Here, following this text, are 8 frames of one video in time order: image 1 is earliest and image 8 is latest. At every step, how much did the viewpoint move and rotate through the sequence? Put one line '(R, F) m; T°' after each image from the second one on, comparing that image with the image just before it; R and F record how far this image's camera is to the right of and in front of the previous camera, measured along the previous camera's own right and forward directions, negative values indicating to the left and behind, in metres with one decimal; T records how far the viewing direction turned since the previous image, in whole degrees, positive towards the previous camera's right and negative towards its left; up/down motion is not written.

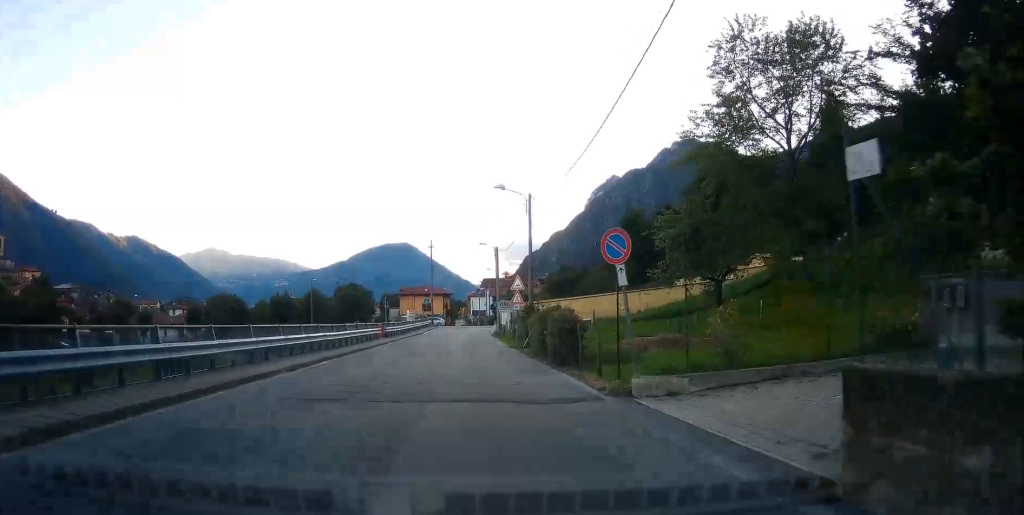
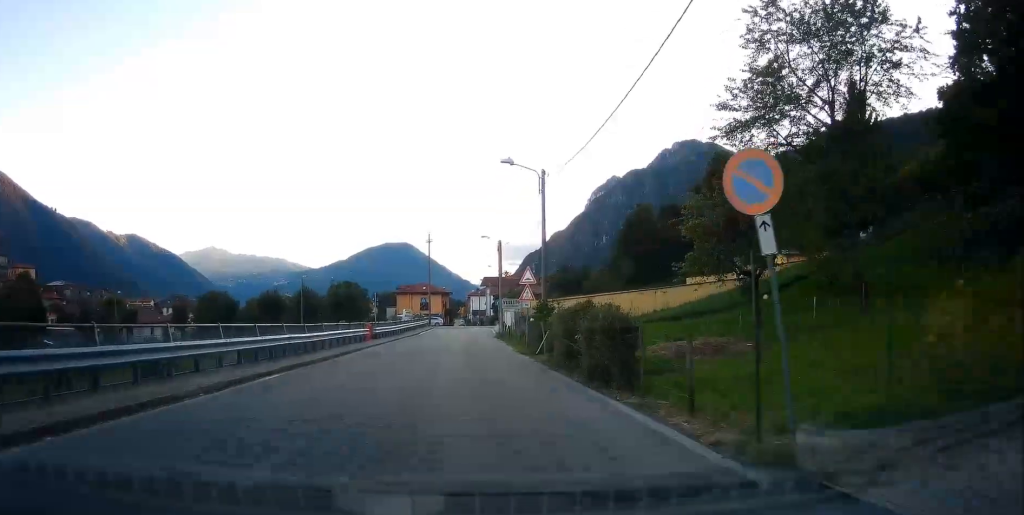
(+0.4, +5.3) m; 0°
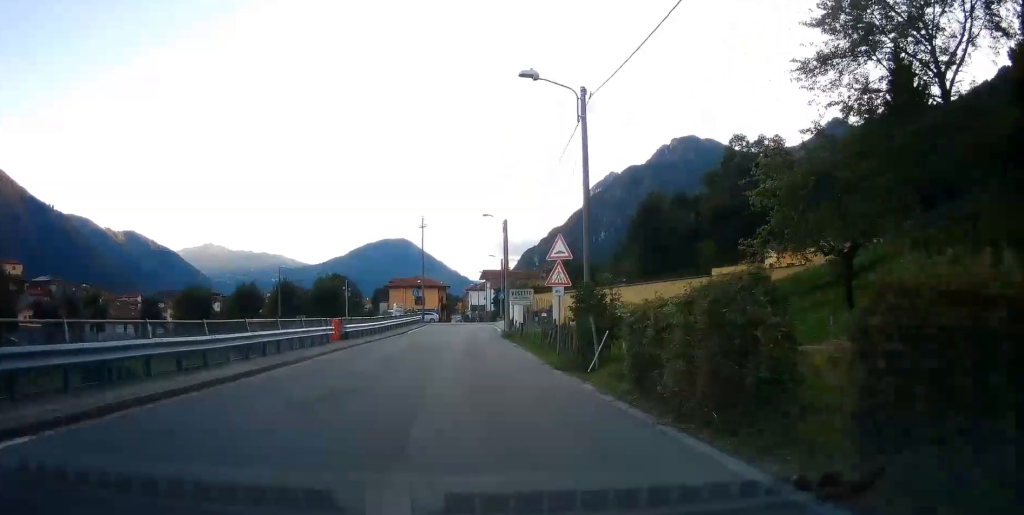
(+0.3, +9.8) m; 0°
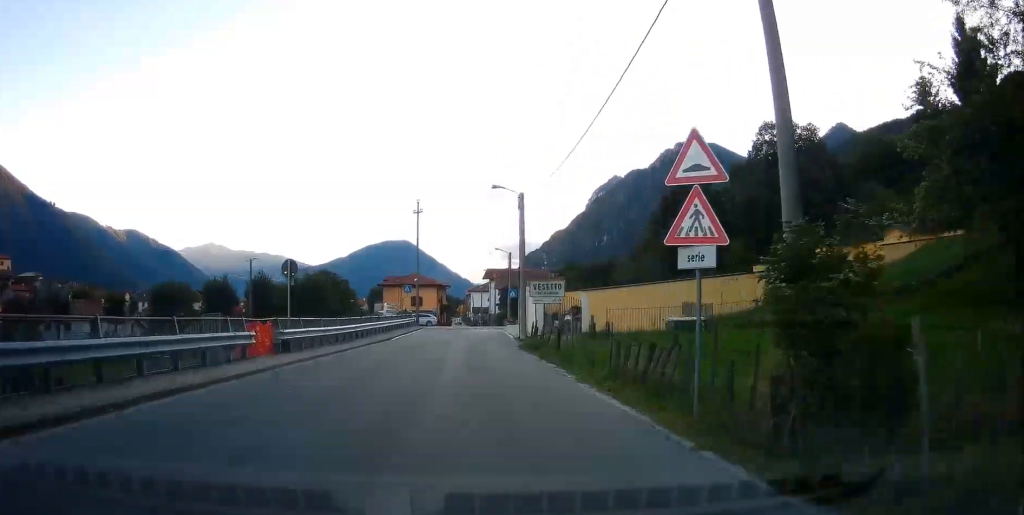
(-0.5, +11.1) m; +1°
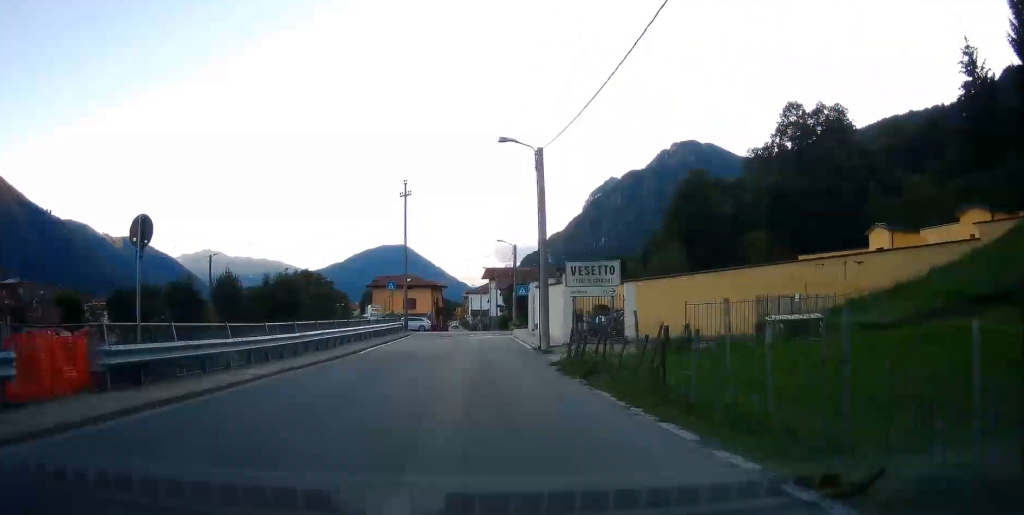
(+0.6, +10.2) m; +2°
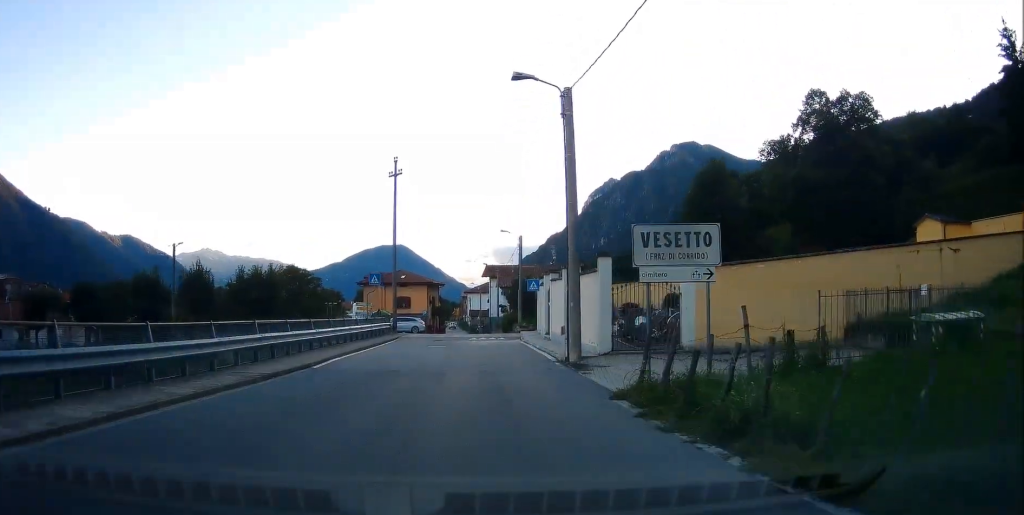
(-0.4, +7.2) m; -1°
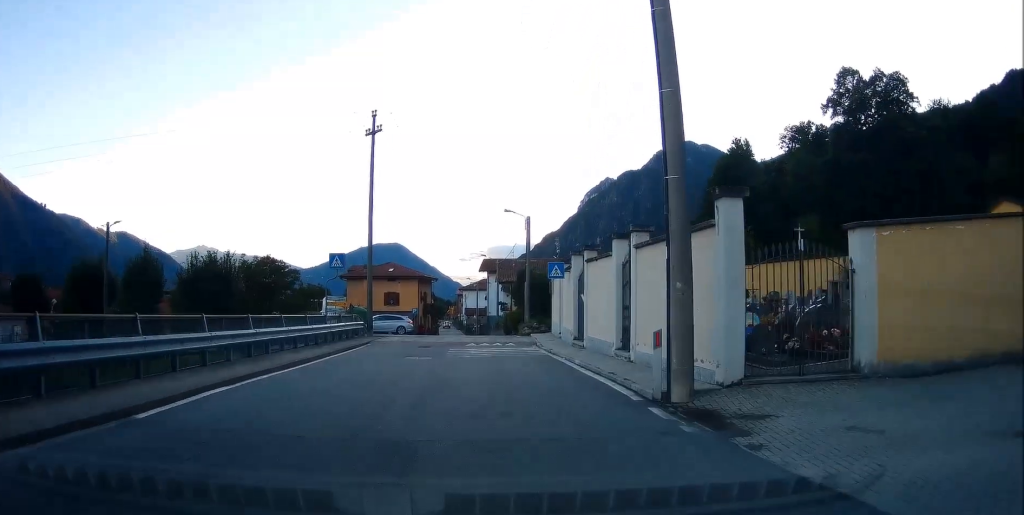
(+0.3, +9.4) m; +2°
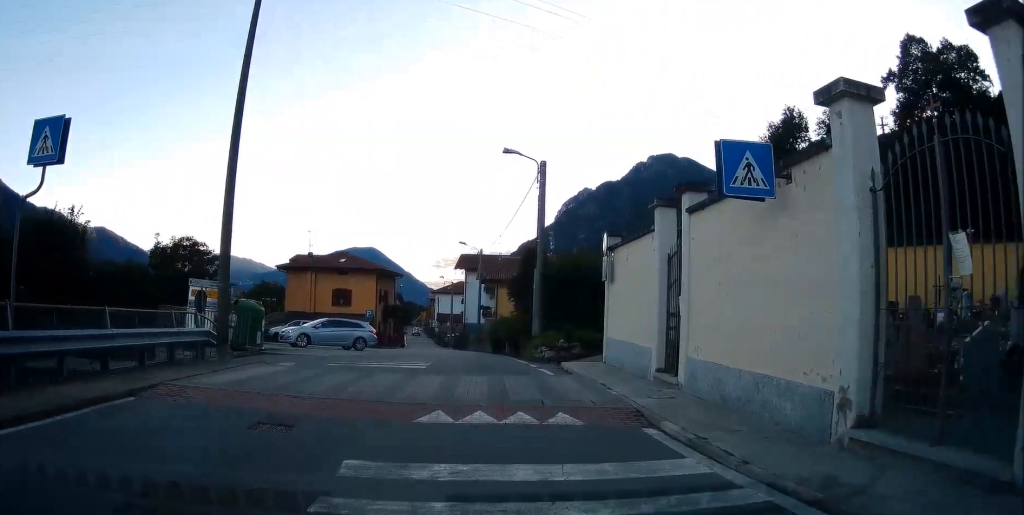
(+0.2, +18.2) m; +1°
